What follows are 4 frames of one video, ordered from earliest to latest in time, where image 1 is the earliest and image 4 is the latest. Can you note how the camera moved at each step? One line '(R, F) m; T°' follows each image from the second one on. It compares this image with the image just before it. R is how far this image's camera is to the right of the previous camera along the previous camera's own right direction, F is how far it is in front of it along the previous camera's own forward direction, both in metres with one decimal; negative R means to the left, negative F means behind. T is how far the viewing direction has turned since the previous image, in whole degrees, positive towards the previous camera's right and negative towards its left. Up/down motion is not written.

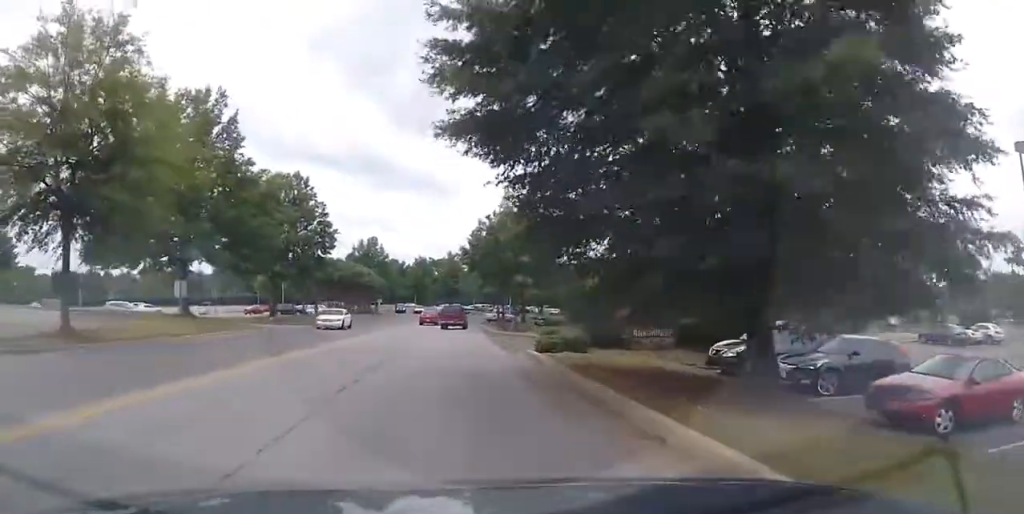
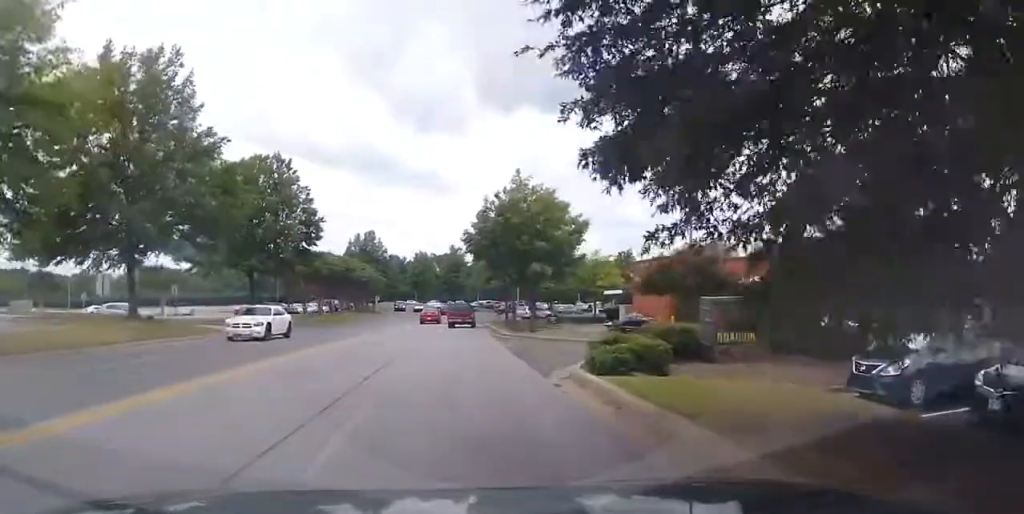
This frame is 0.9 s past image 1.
(+0.3, +6.5) m; +3°
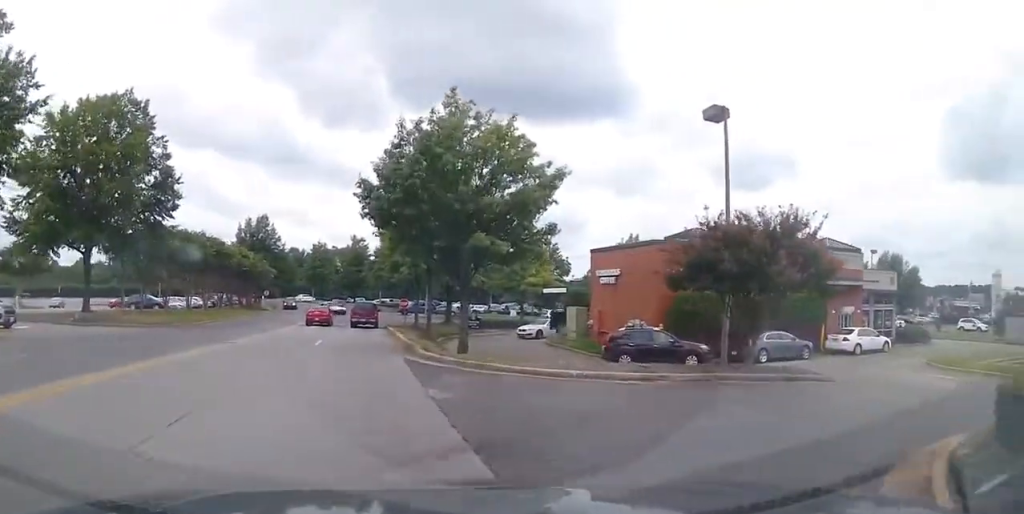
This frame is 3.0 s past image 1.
(+0.7, +13.3) m; +13°
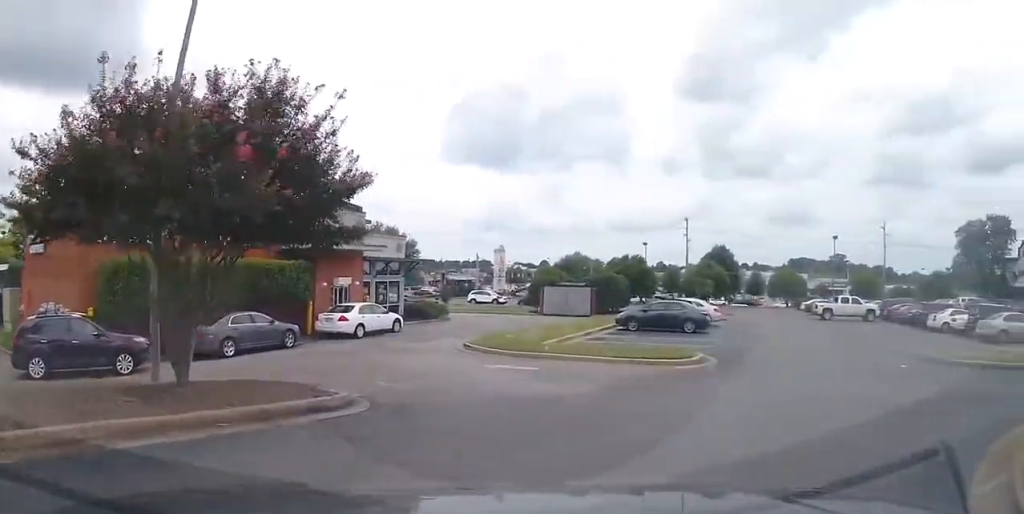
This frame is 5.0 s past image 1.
(+2.9, +7.2) m; +53°
